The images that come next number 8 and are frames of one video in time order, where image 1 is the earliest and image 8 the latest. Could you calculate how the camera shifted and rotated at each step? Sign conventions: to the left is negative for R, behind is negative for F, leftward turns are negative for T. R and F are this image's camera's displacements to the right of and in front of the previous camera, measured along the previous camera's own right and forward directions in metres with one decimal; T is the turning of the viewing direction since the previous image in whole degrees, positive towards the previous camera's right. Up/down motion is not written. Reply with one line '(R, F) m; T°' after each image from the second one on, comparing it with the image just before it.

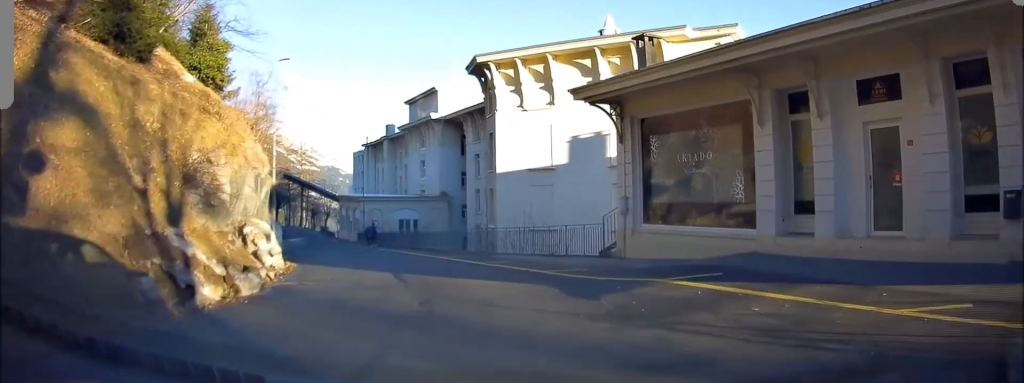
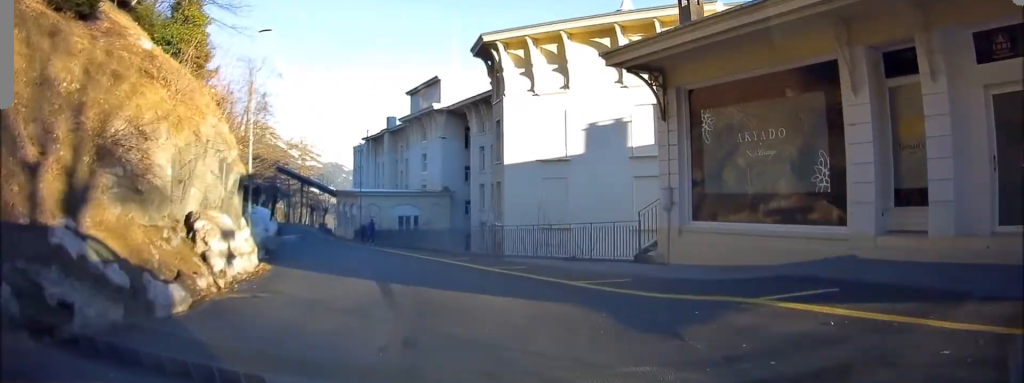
(+0.4, +3.4) m; +4°
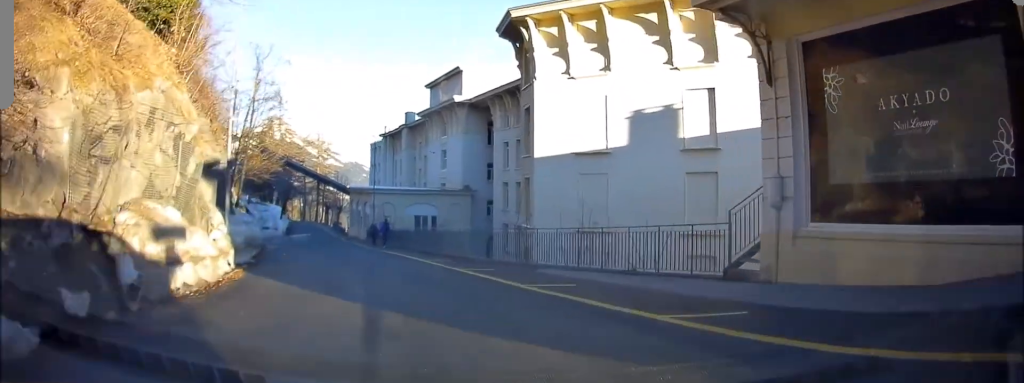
(+0.2, +4.5) m; +5°
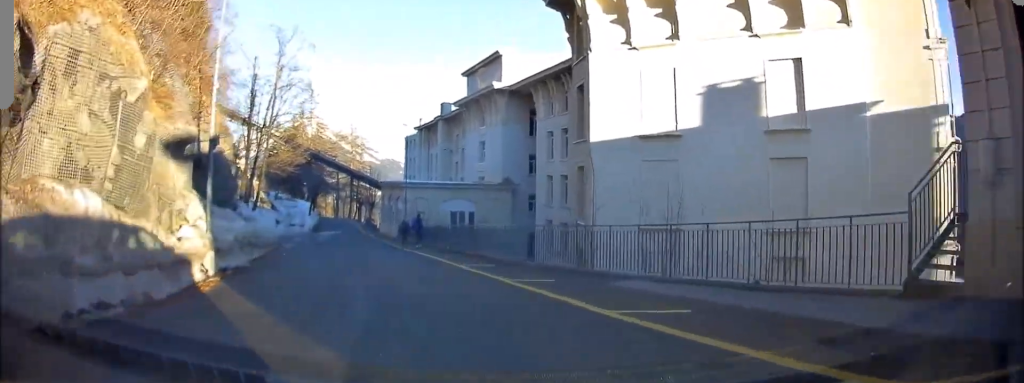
(+0.2, +4.3) m; 0°
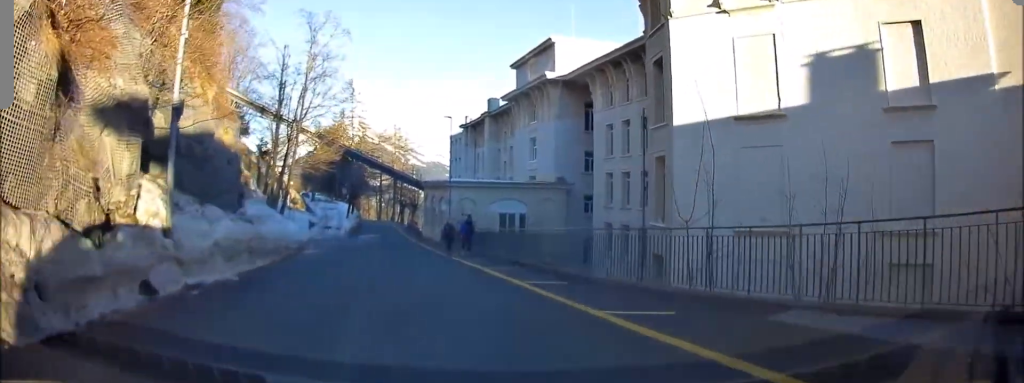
(+0.1, +4.8) m; -3°
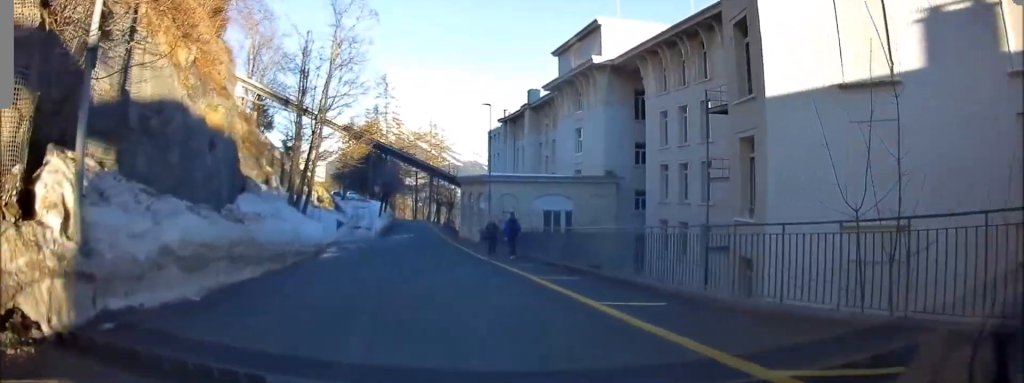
(0.0, +4.1) m; -7°
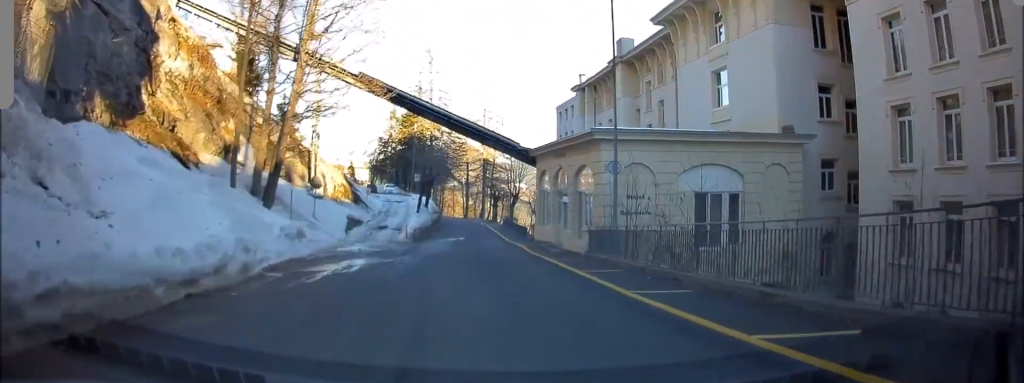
(-2.9, +18.1) m; -11°
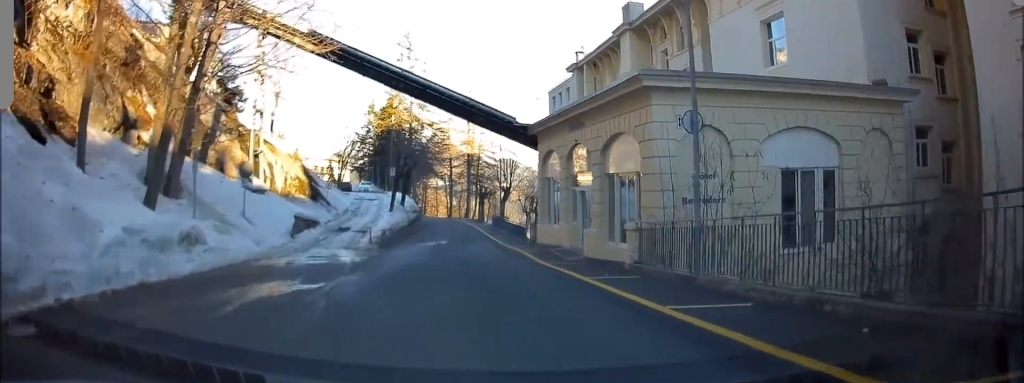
(-0.4, +7.8) m; -3°
